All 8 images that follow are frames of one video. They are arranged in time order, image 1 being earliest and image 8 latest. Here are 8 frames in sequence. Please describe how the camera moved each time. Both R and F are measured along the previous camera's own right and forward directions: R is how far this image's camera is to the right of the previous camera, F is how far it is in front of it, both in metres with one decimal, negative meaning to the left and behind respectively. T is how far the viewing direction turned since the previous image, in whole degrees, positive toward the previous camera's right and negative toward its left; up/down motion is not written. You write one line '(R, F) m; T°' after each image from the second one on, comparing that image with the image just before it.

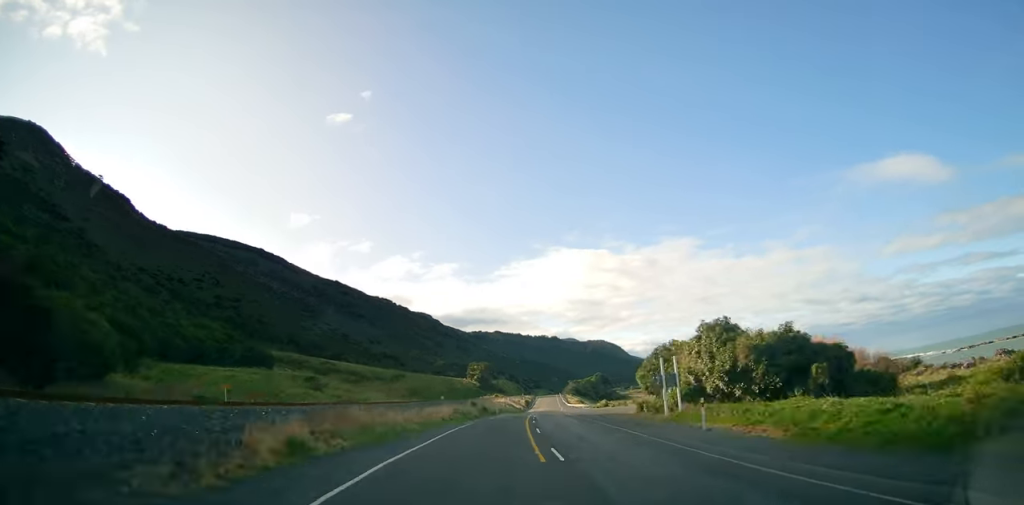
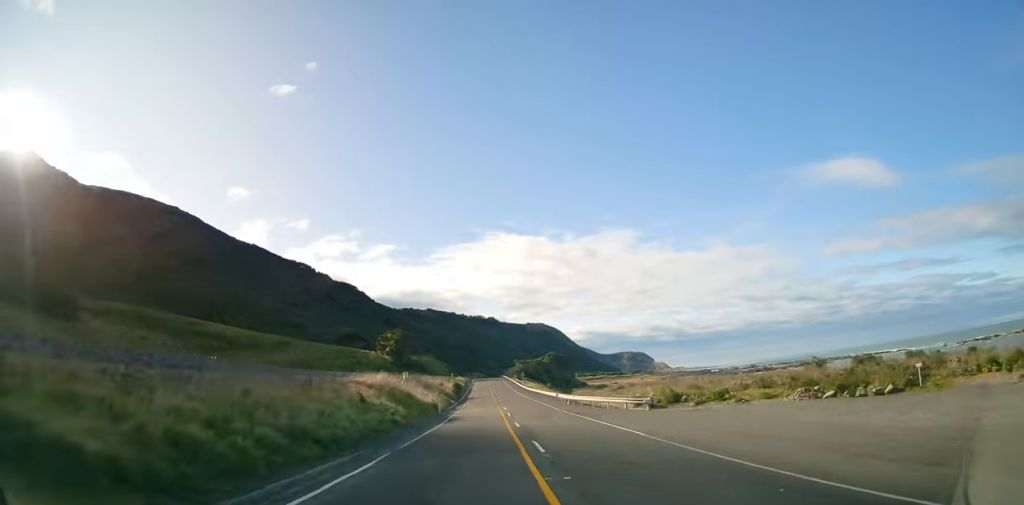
(+3.7, +80.4) m; +3°
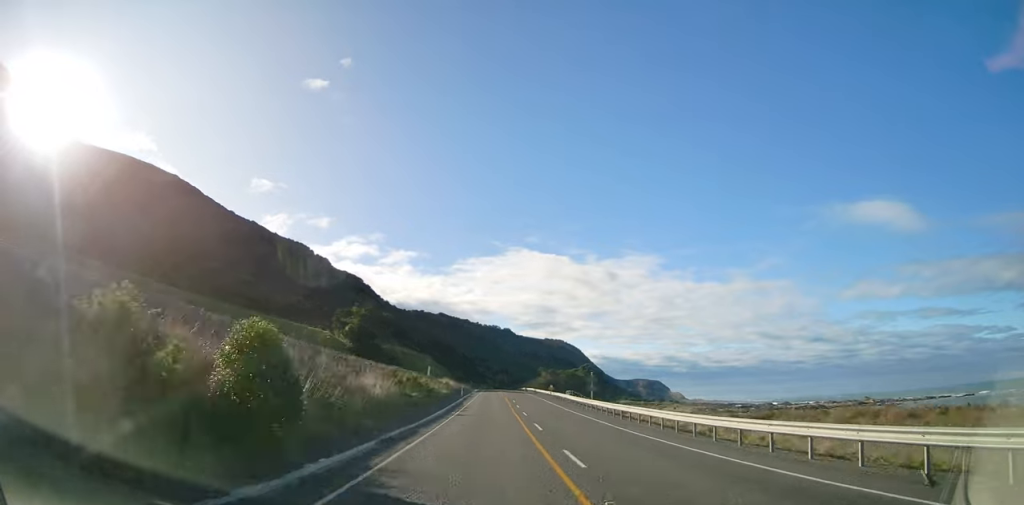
(0.0, +70.7) m; 0°
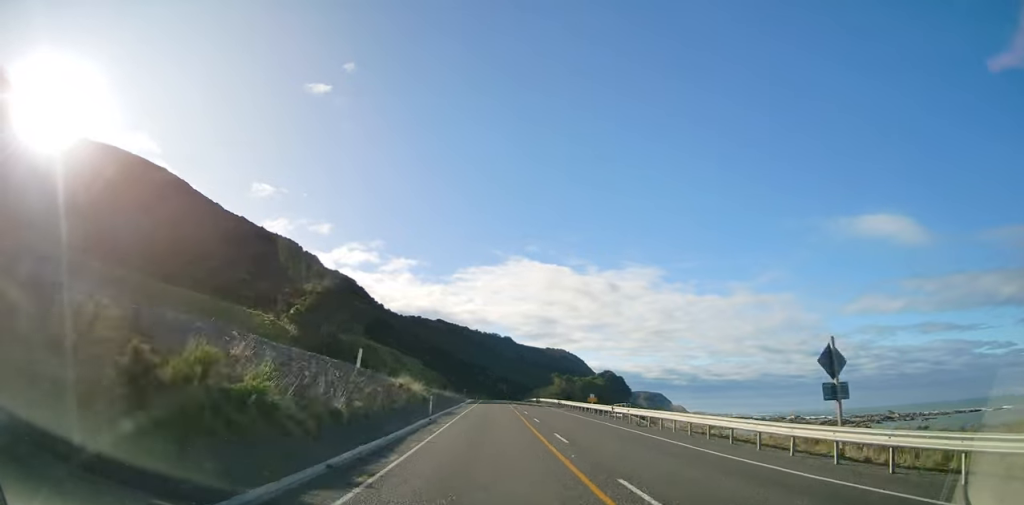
(0.0, +34.5) m; 0°
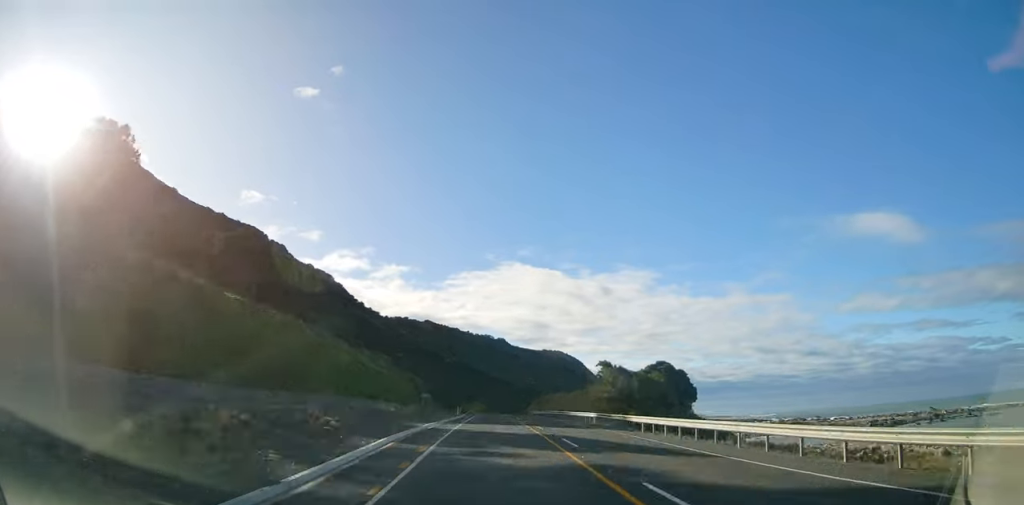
(+0.2, +60.7) m; +1°
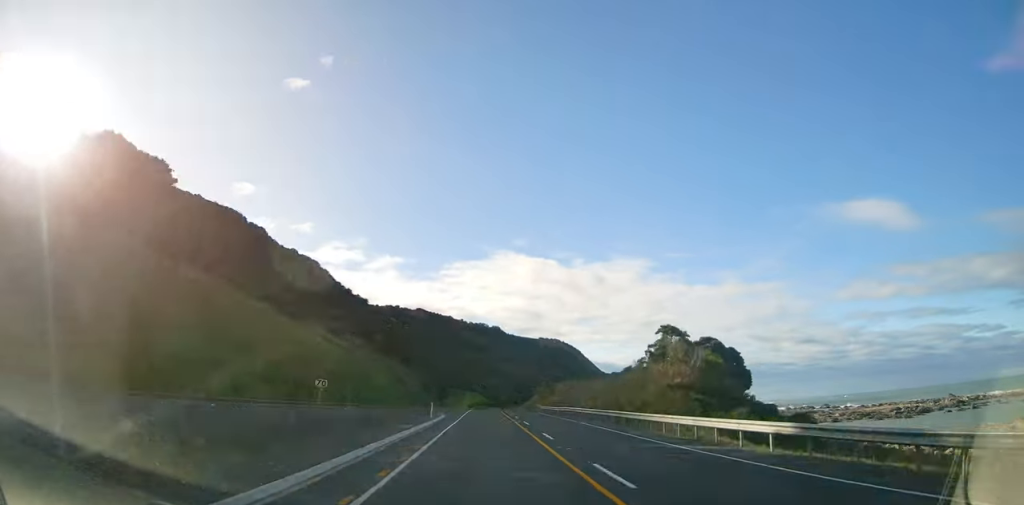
(+0.1, +28.4) m; 0°
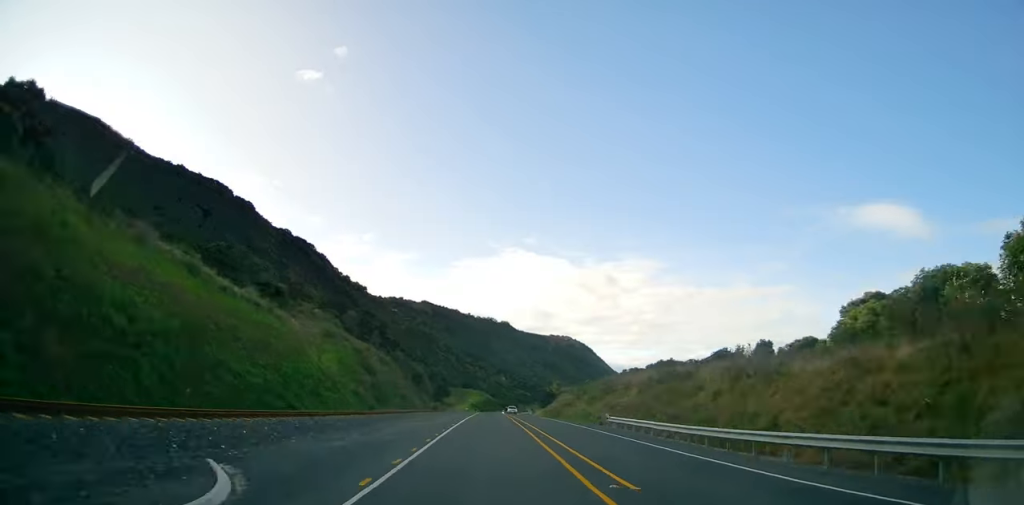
(+0.5, +43.3) m; +1°
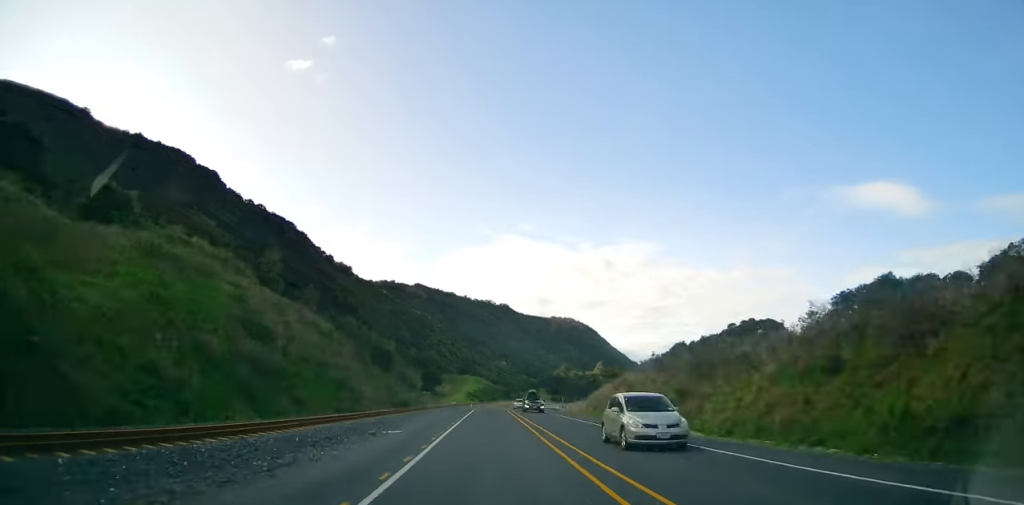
(+0.2, +47.0) m; 0°
